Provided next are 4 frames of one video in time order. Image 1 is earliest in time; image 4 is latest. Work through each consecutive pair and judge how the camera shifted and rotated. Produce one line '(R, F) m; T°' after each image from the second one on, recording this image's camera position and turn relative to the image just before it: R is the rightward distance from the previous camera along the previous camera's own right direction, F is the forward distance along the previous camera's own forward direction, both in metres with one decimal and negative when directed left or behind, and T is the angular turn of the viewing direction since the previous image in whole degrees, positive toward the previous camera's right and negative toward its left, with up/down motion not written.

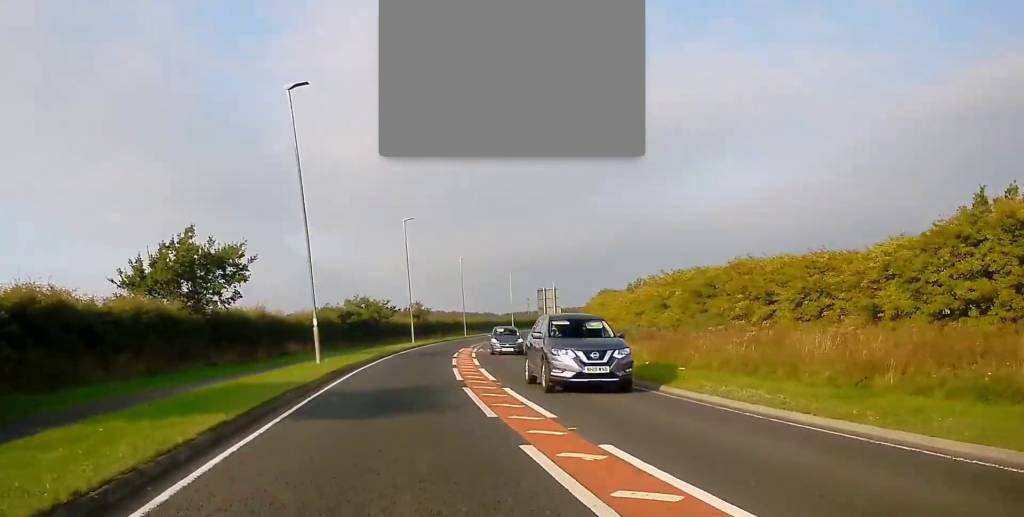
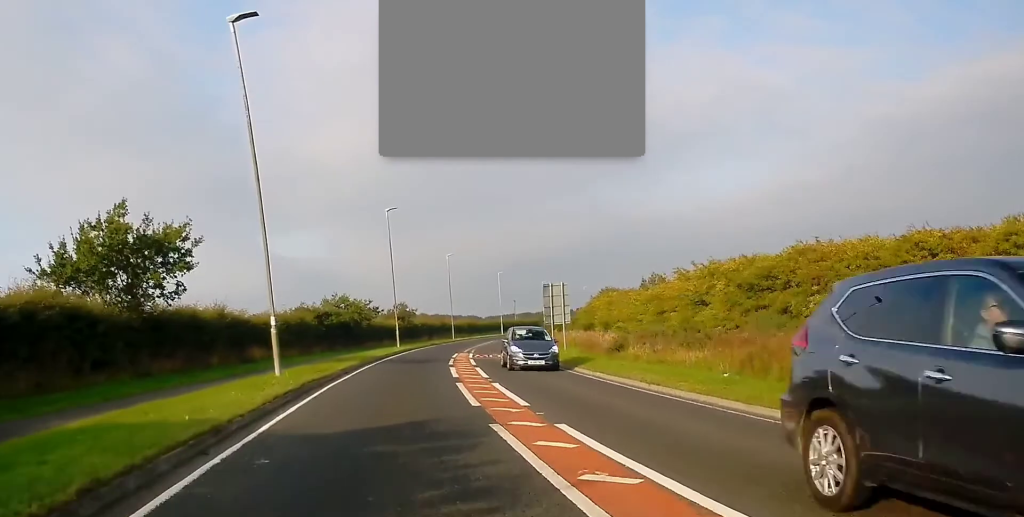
(+0.1, +6.7) m; +1°
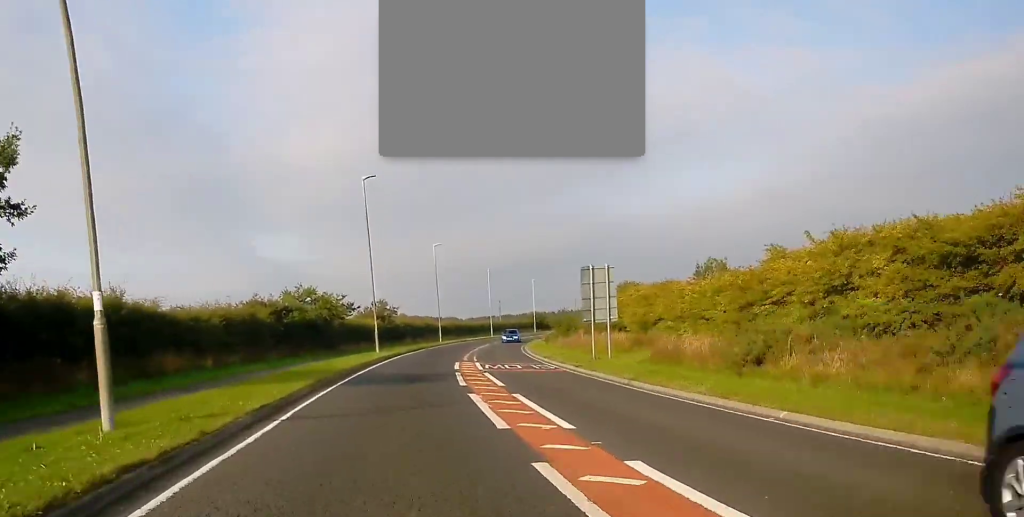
(+0.1, +12.4) m; 0°
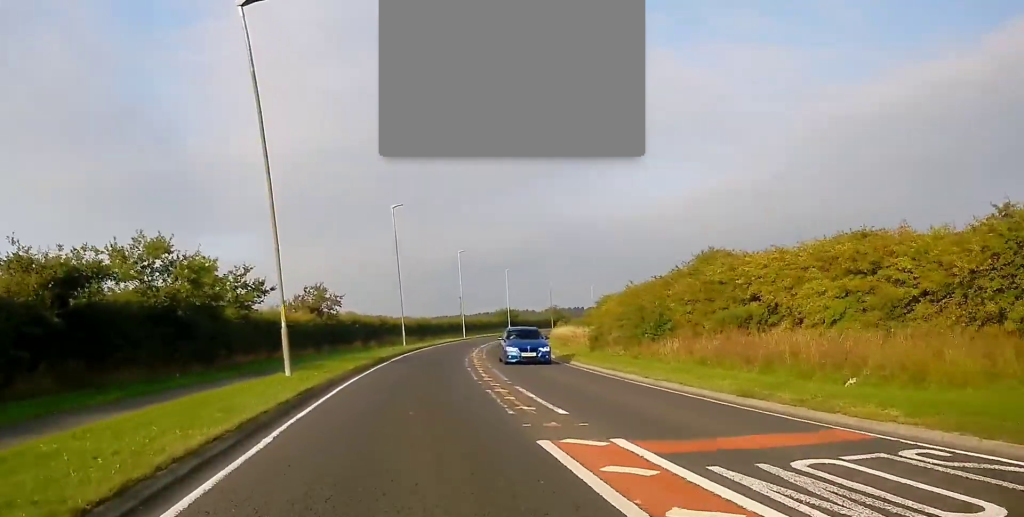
(+0.5, +25.6) m; +4°
